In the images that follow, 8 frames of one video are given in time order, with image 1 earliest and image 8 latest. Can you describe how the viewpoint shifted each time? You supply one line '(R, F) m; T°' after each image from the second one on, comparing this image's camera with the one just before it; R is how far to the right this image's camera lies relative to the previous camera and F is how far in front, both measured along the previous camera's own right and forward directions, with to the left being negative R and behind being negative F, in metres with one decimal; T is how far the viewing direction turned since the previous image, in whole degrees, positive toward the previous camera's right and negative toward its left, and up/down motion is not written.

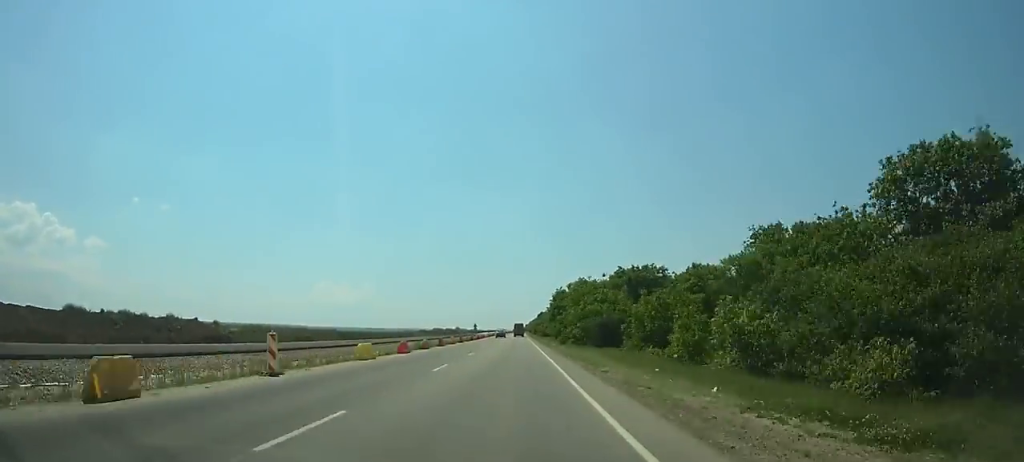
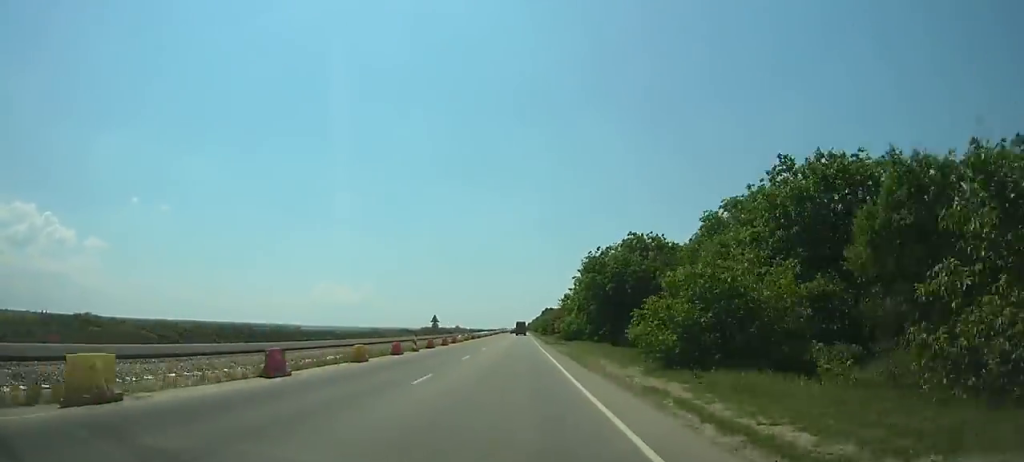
(-0.1, +50.3) m; 0°
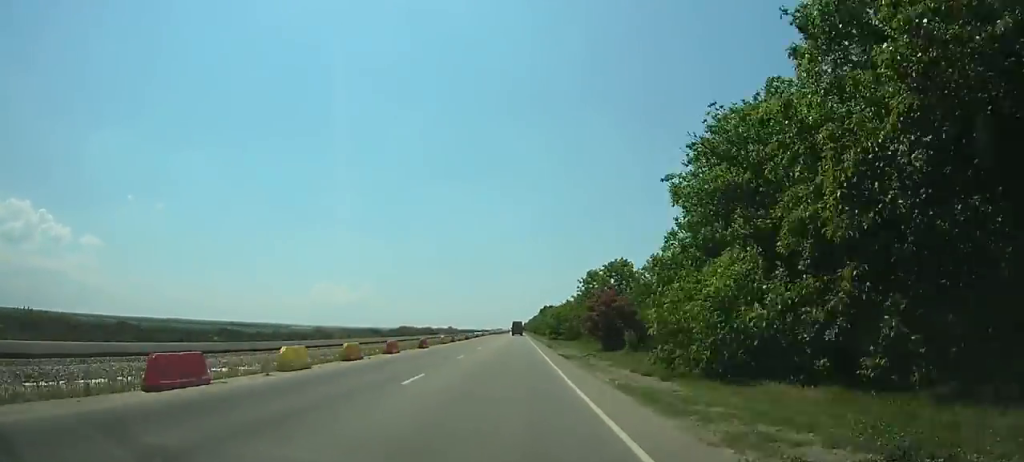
(+0.1, +51.0) m; 0°
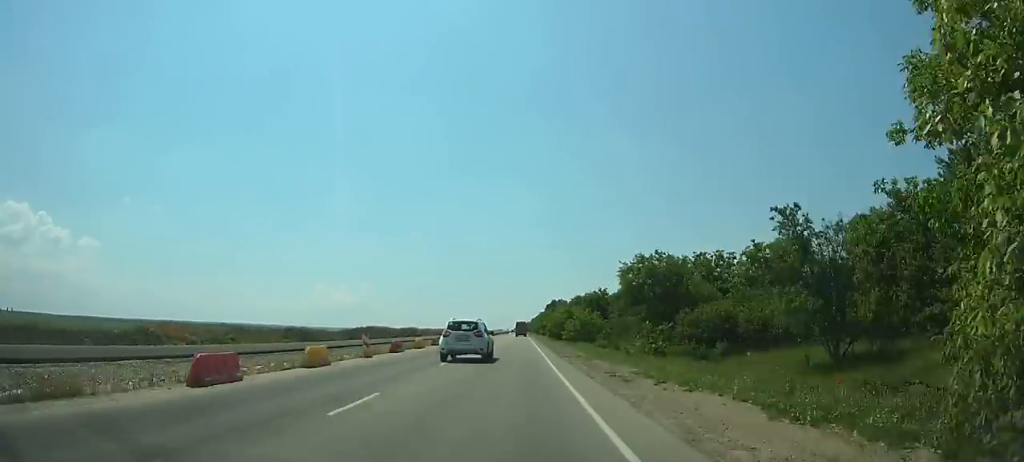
(+0.1, +65.6) m; 0°
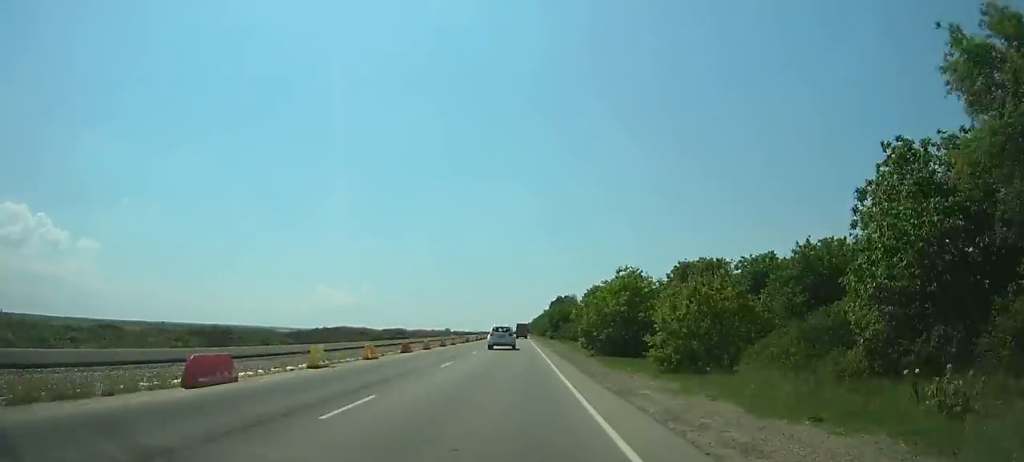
(0.0, +37.7) m; 0°
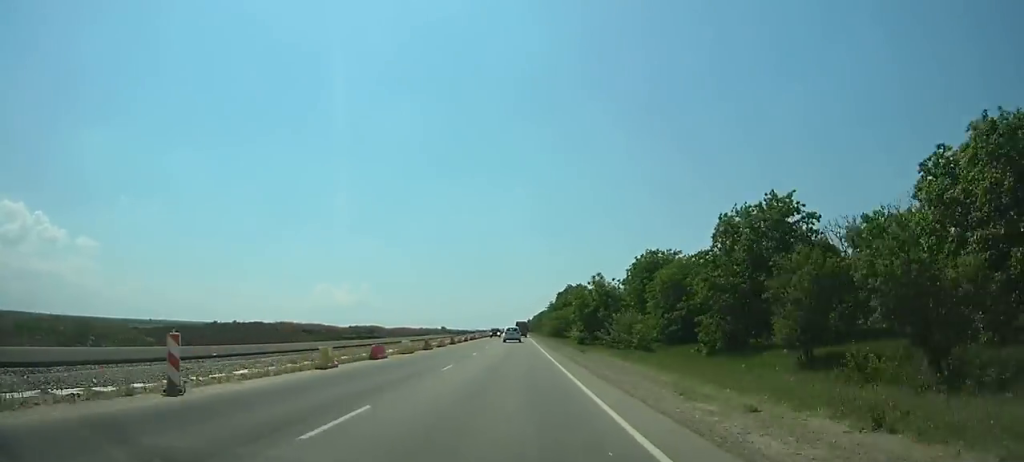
(0.0, +49.5) m; 0°
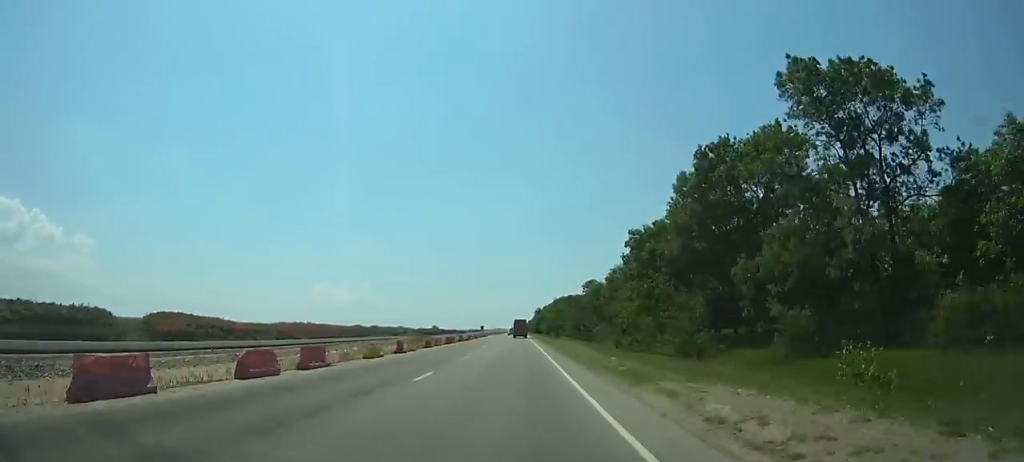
(+0.1, +144.2) m; 0°
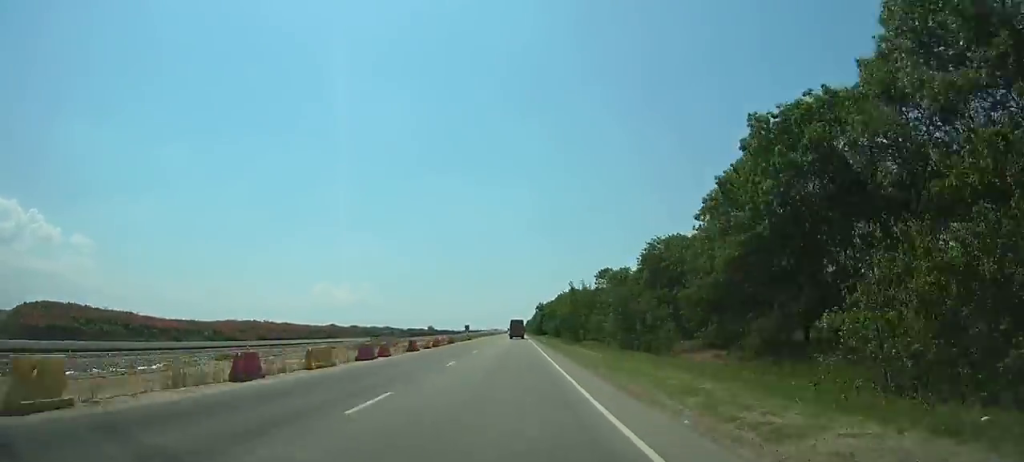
(-0.1, +30.4) m; 0°
